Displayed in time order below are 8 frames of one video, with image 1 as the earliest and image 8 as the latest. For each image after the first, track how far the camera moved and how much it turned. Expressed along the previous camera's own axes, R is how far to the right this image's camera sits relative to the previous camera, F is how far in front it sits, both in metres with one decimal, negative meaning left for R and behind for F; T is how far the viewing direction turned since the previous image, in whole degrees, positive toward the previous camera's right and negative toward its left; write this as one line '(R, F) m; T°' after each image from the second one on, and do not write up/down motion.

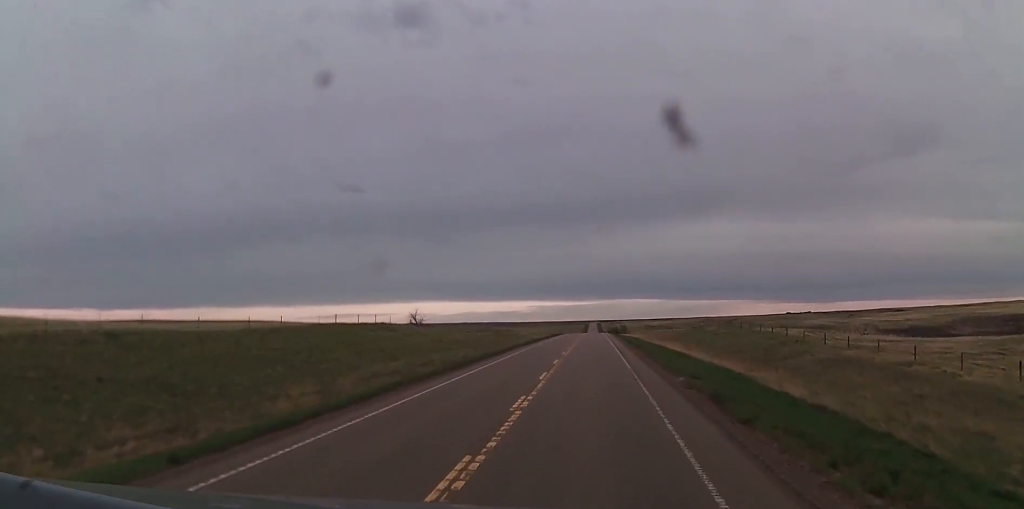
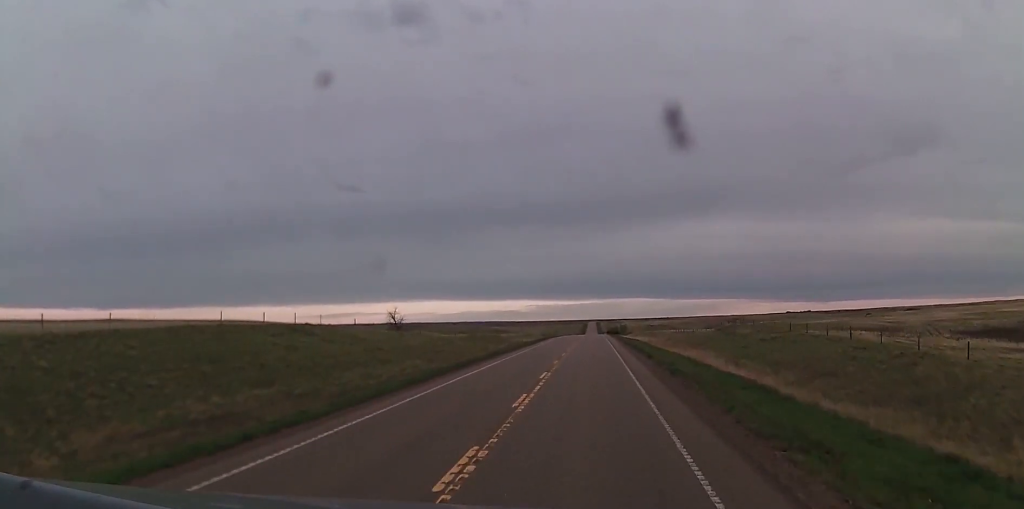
(0.0, +25.5) m; 0°
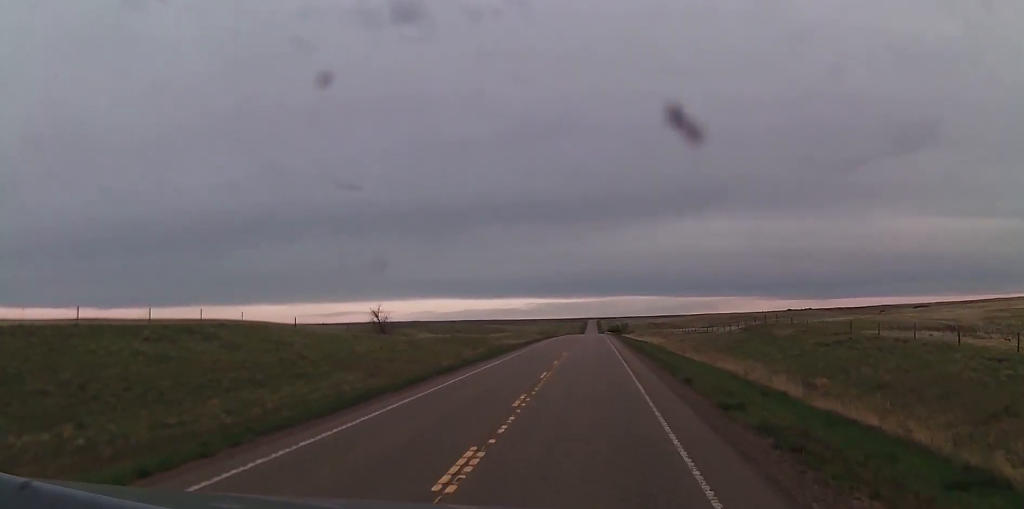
(0.0, +17.8) m; 0°
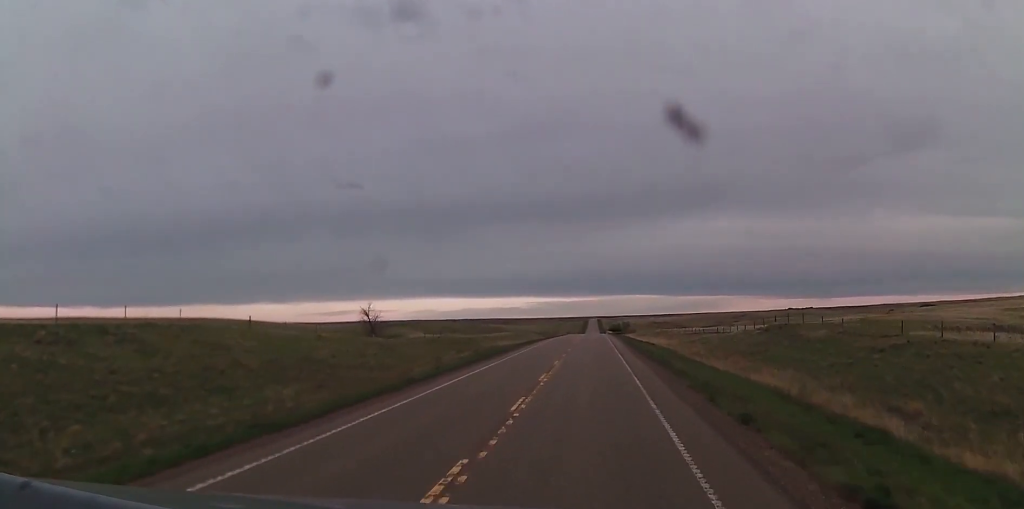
(0.0, +10.0) m; 0°
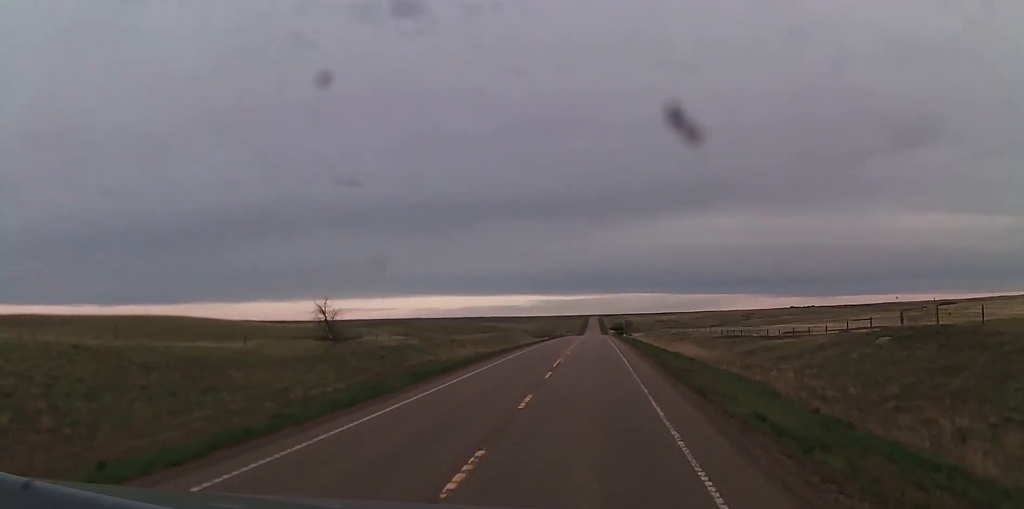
(0.0, +33.5) m; 0°
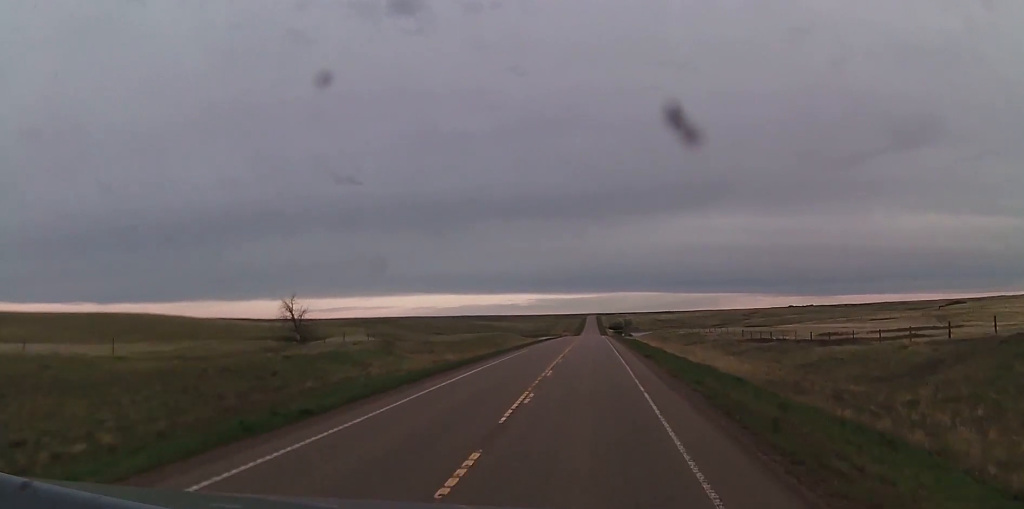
(0.0, +17.9) m; 0°
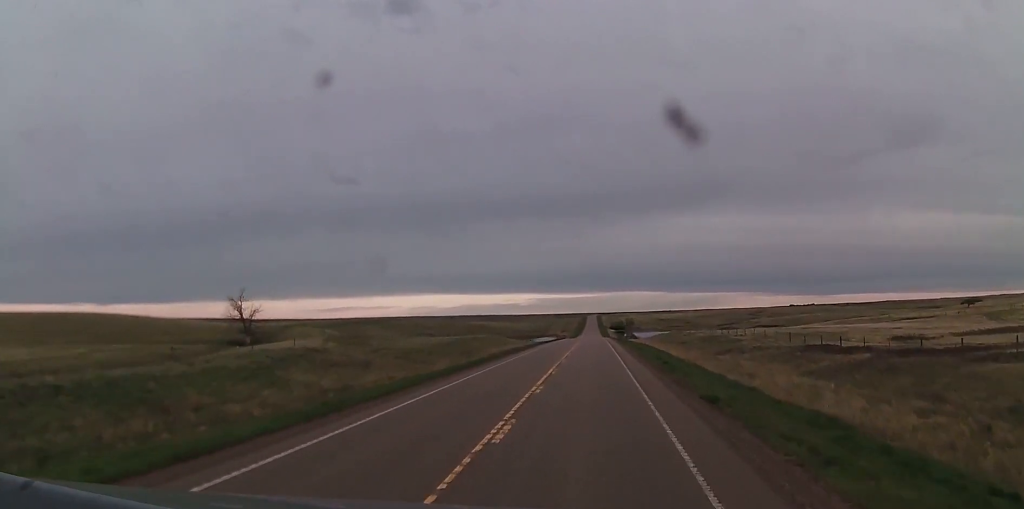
(0.0, +23.6) m; 0°
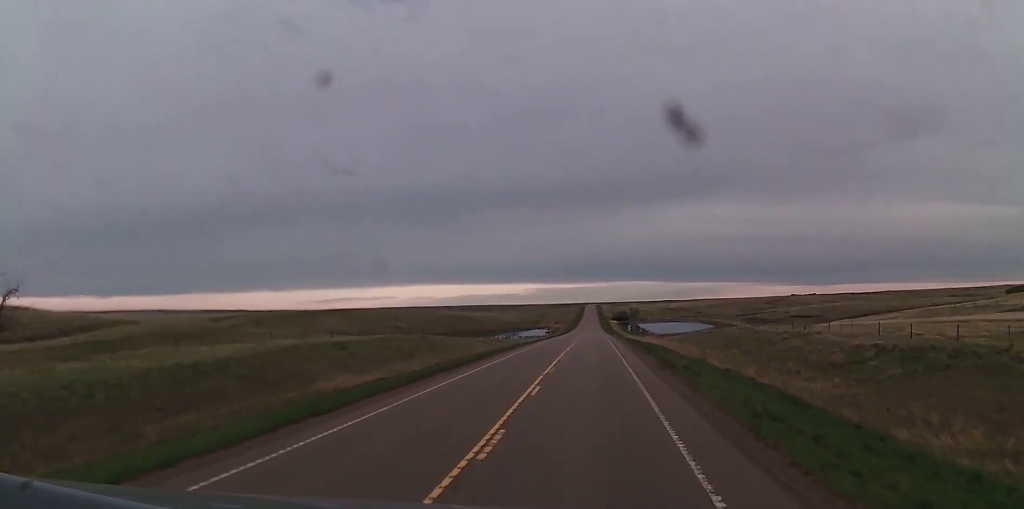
(0.0, +63.7) m; 0°
